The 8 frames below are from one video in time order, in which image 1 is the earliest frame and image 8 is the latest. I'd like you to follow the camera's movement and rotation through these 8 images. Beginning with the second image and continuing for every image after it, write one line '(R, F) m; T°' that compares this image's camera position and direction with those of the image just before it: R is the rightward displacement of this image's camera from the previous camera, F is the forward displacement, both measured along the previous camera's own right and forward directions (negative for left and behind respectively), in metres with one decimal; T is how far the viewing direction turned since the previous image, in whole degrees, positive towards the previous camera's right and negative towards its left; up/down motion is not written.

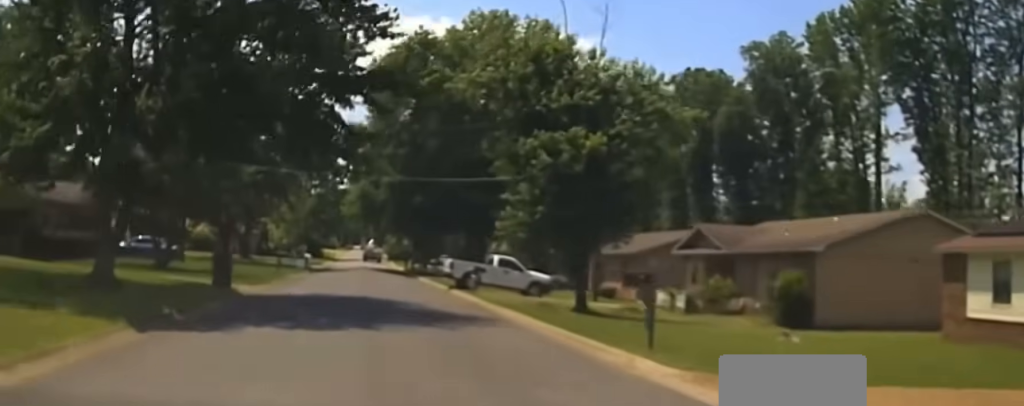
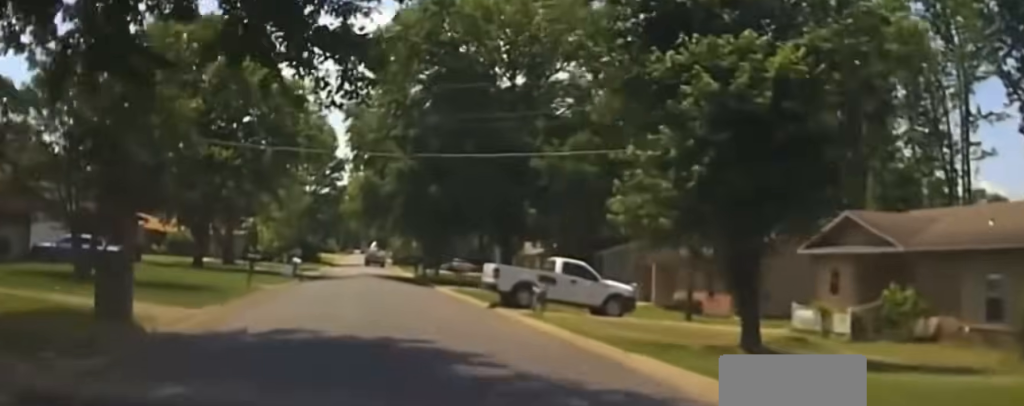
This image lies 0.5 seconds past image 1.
(0.0, +14.1) m; 0°
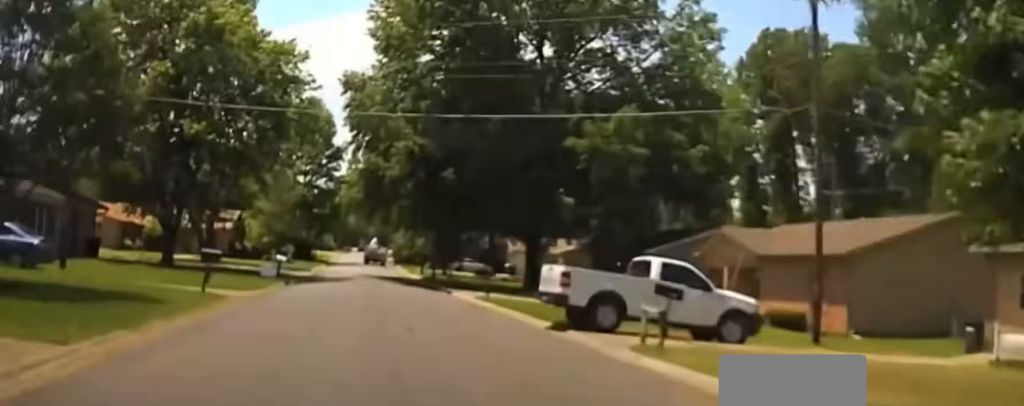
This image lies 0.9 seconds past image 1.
(+0.1, +10.8) m; 0°
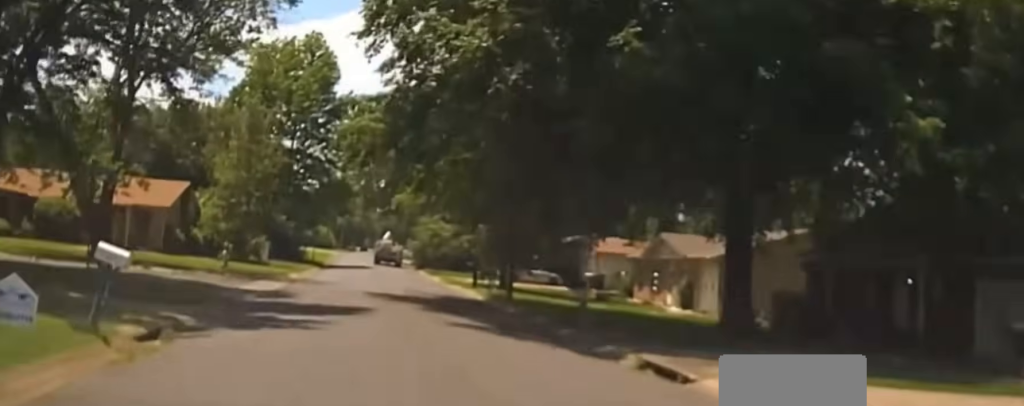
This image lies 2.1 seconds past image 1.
(-0.3, +33.1) m; 0°
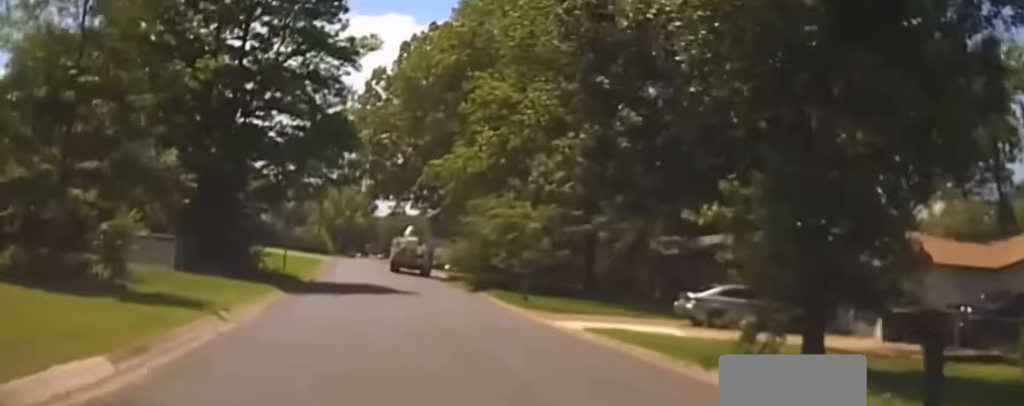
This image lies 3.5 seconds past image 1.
(+0.3, +38.3) m; 0°
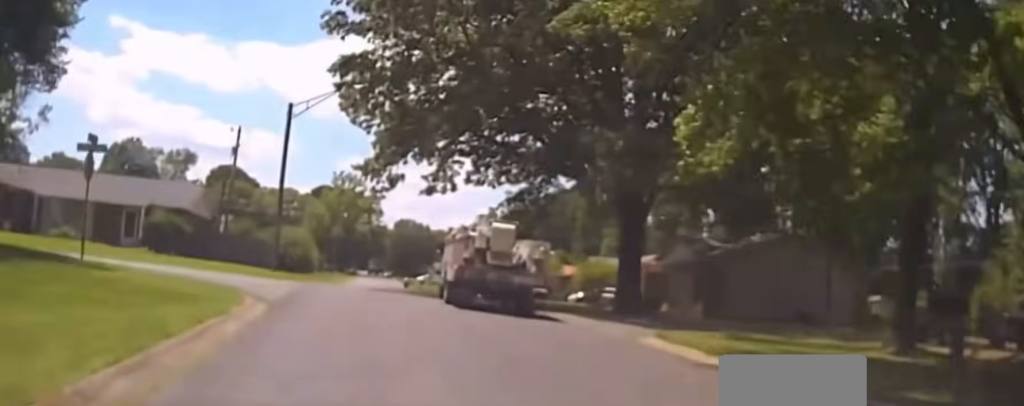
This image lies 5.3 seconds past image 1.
(0.0, +49.0) m; 0°
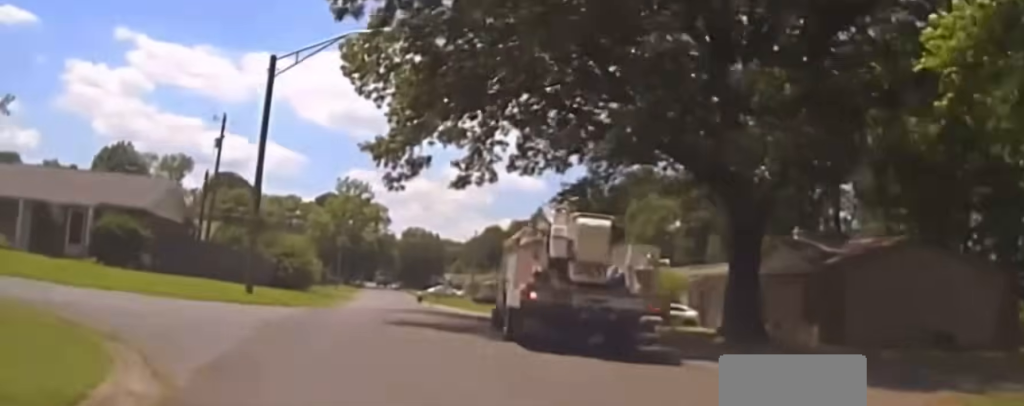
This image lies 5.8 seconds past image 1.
(-0.2, +12.5) m; 0°
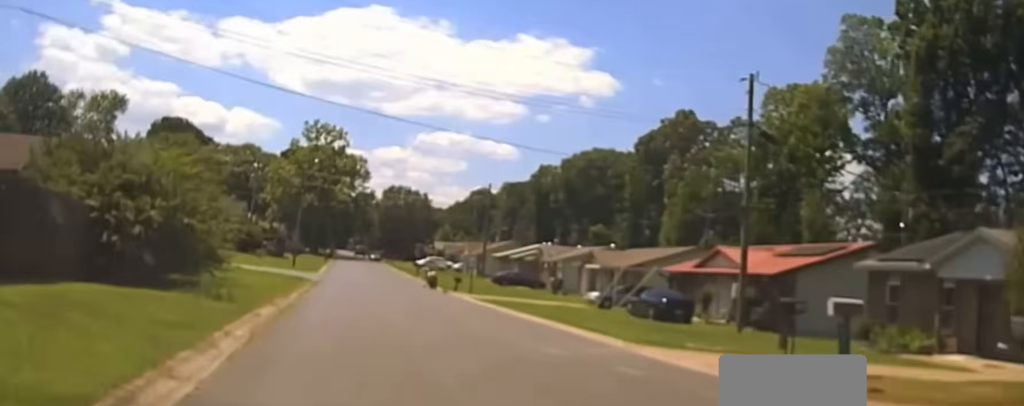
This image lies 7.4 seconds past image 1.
(-0.3, +38.1) m; +1°
